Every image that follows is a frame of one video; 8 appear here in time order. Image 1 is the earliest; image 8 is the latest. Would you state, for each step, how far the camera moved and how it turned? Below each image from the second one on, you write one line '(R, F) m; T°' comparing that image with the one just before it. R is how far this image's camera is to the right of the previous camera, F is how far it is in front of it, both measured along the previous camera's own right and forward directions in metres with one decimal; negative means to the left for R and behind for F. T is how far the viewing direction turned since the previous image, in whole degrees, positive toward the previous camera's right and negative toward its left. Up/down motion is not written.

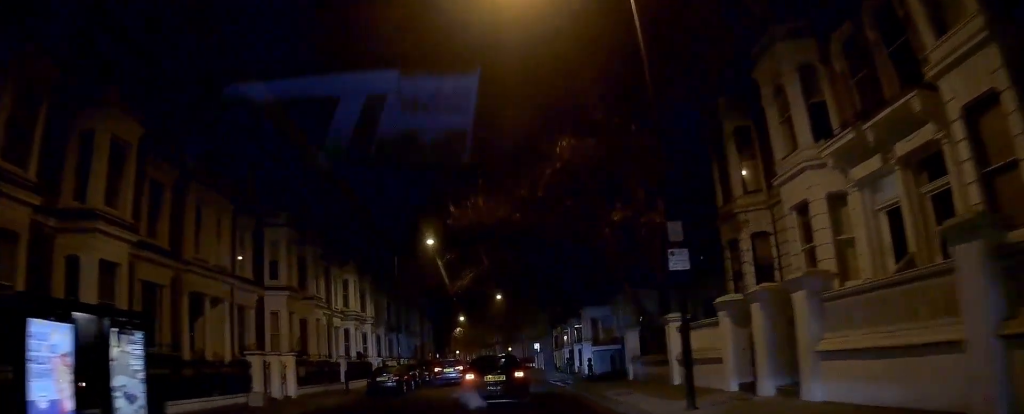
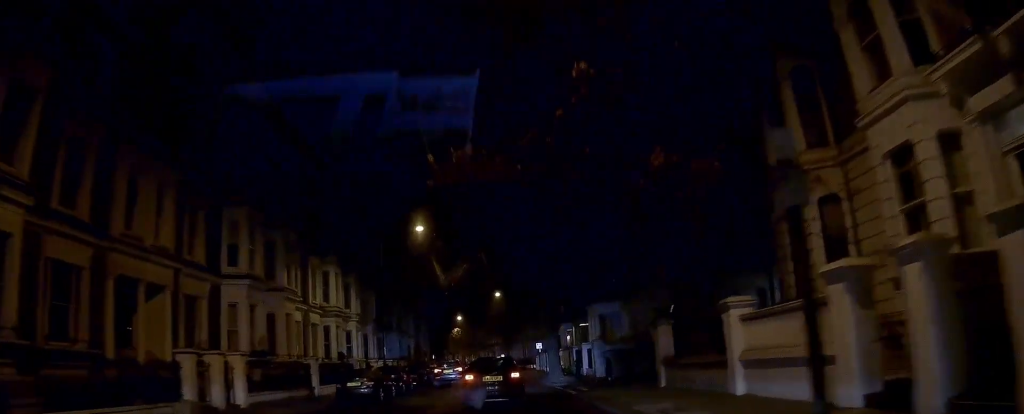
(+0.1, +5.0) m; +1°
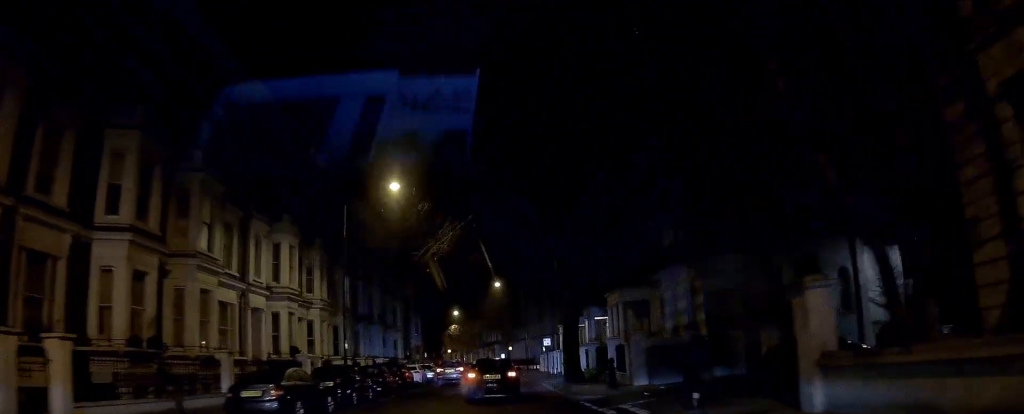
(+0.1, +9.3) m; +1°
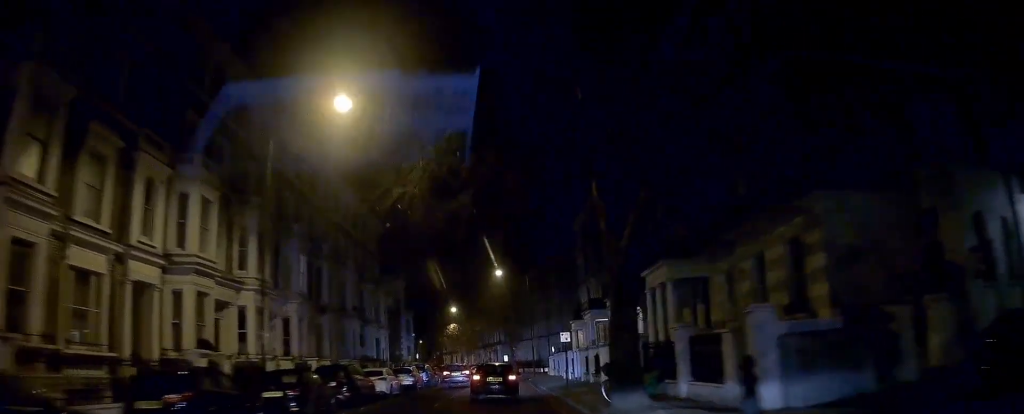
(0.0, +10.4) m; -1°
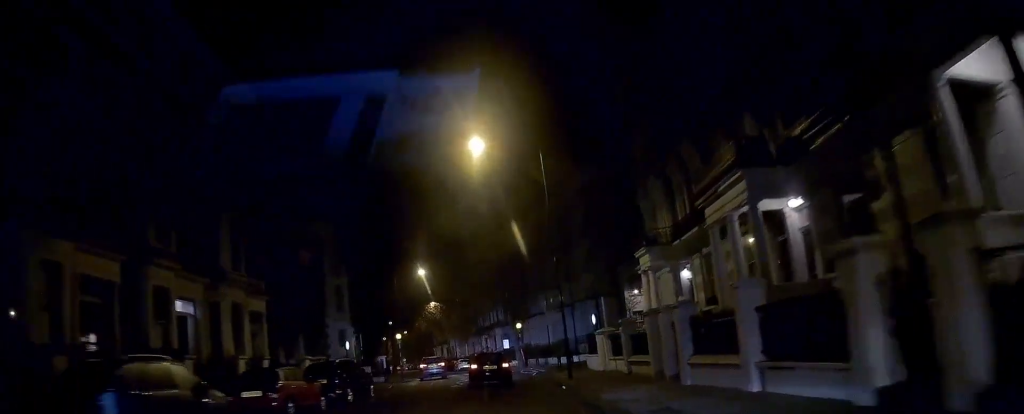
(0.0, +32.5) m; +1°
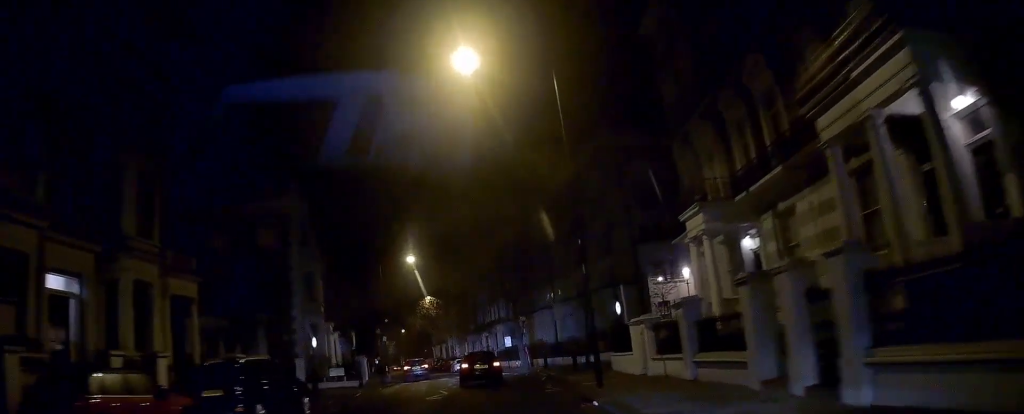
(+0.1, +7.9) m; -1°
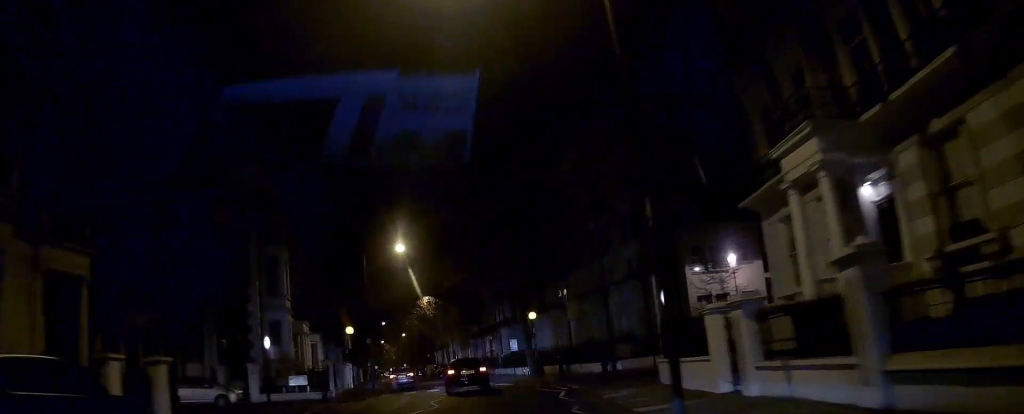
(-0.2, +8.0) m; -1°
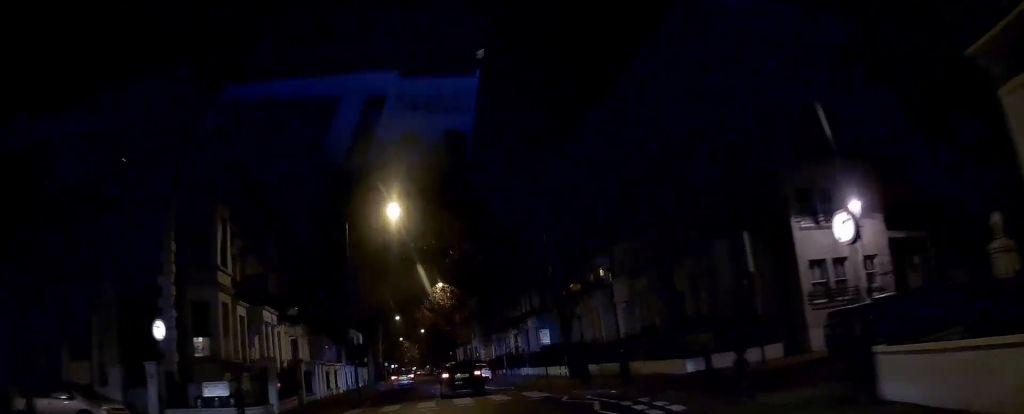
(-0.1, +11.2) m; -2°
